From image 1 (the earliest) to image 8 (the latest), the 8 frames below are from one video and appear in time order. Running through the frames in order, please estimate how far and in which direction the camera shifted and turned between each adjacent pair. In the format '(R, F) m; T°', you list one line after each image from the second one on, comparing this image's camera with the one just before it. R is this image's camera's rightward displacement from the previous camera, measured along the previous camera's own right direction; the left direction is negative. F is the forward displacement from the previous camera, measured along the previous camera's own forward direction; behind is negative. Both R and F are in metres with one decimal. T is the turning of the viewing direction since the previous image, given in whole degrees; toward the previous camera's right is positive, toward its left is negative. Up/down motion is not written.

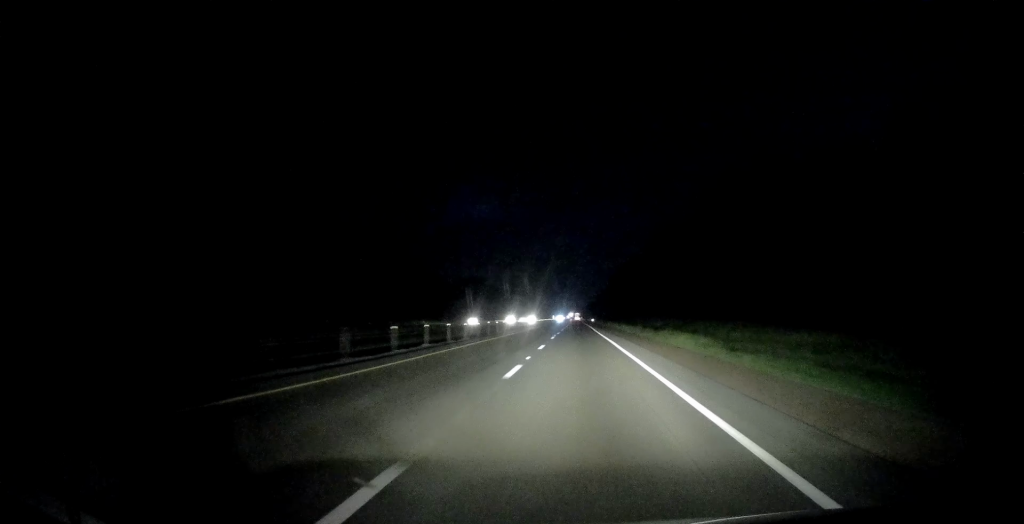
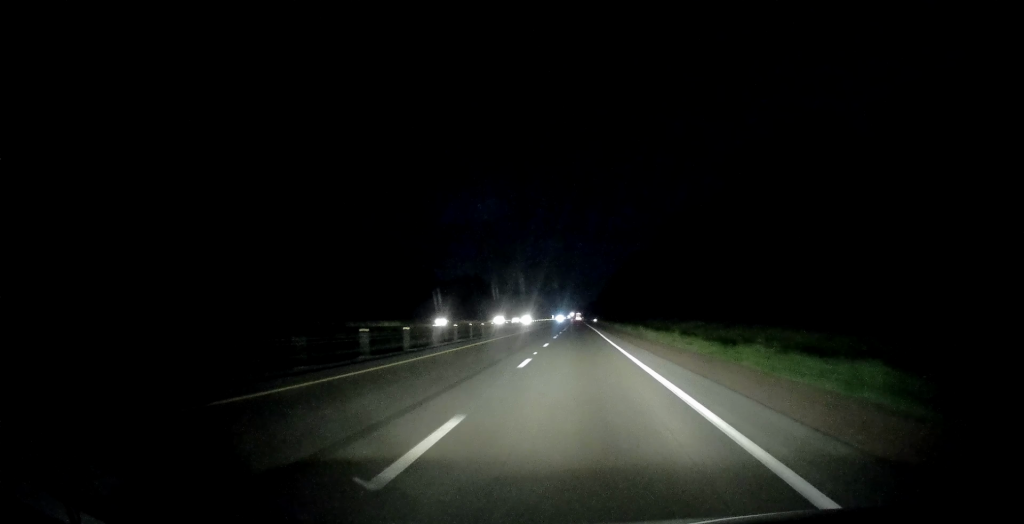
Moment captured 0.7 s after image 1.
(-0.6, +20.9) m; 0°
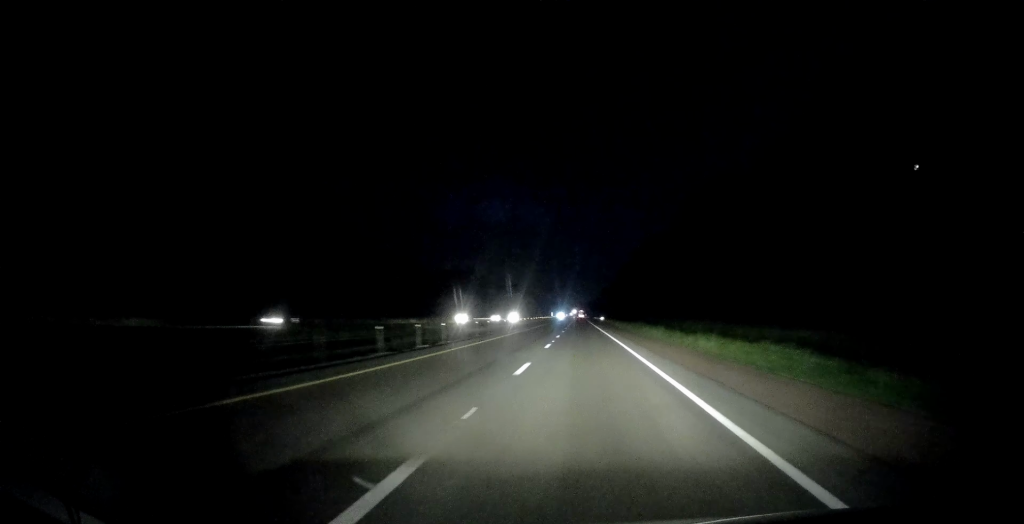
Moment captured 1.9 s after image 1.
(+0.5, +39.0) m; +1°
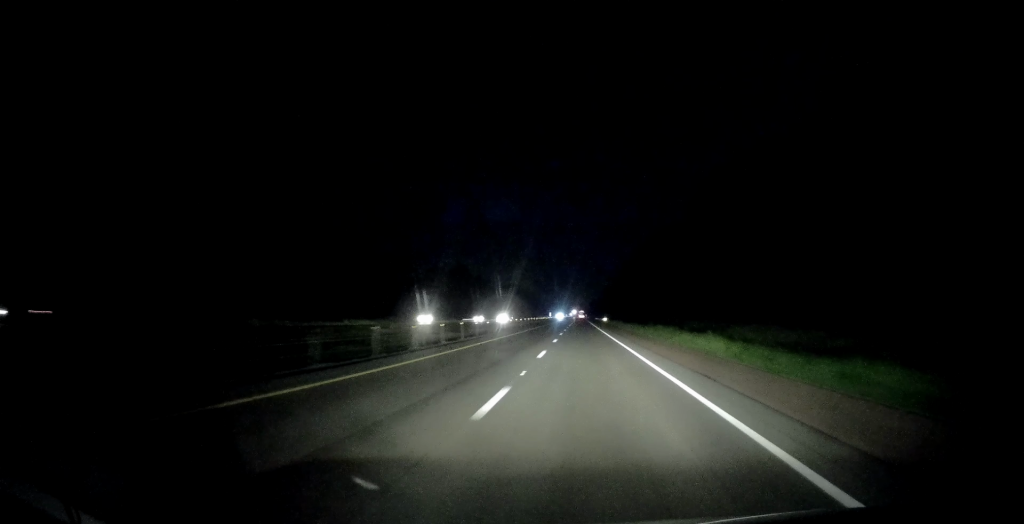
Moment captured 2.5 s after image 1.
(-0.2, +19.1) m; 0°
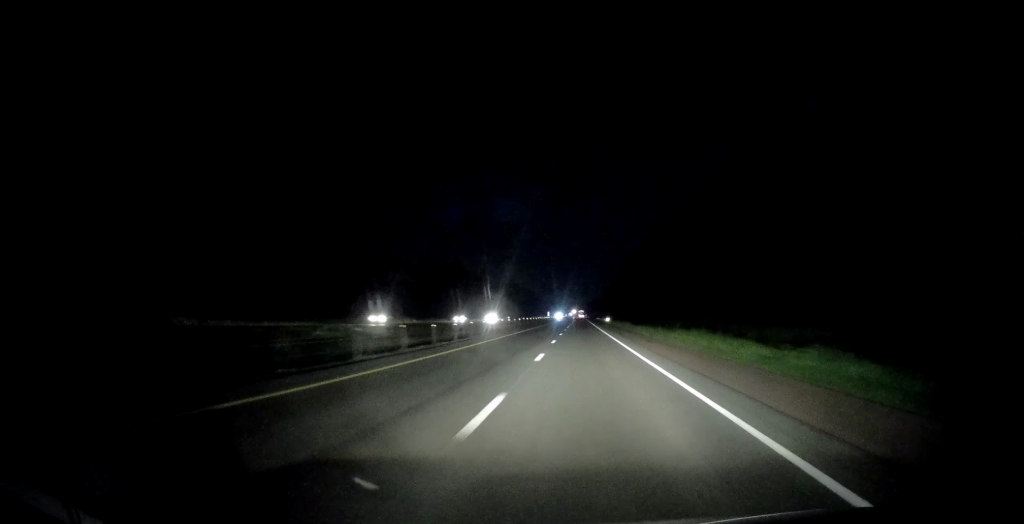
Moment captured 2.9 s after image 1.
(-0.2, +13.8) m; 0°
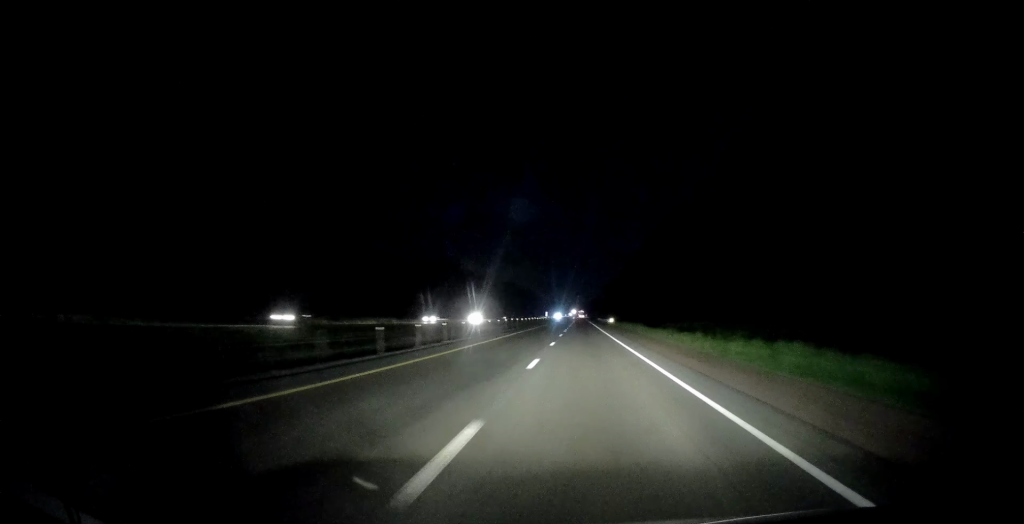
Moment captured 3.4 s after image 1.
(+0.2, +14.7) m; -1°
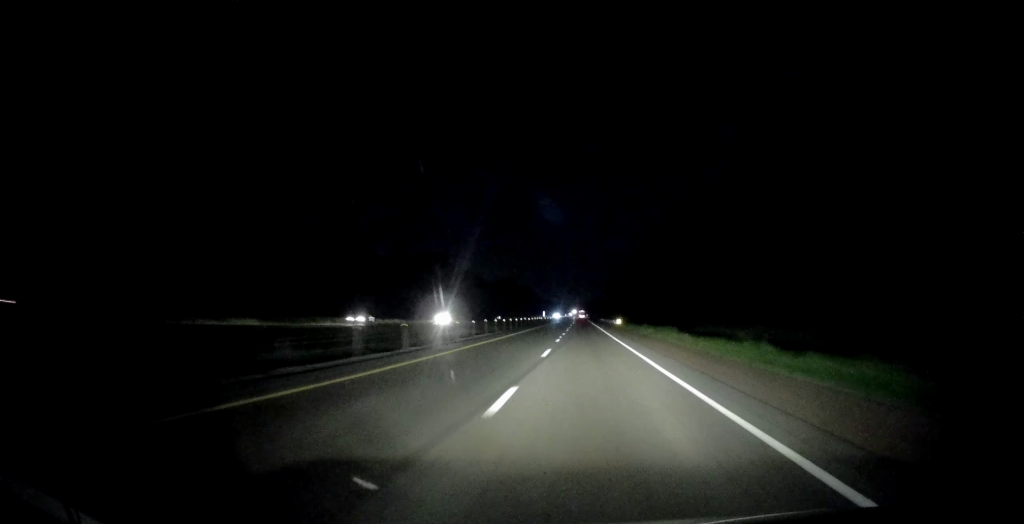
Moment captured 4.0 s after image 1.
(+0.2, +20.0) m; -1°
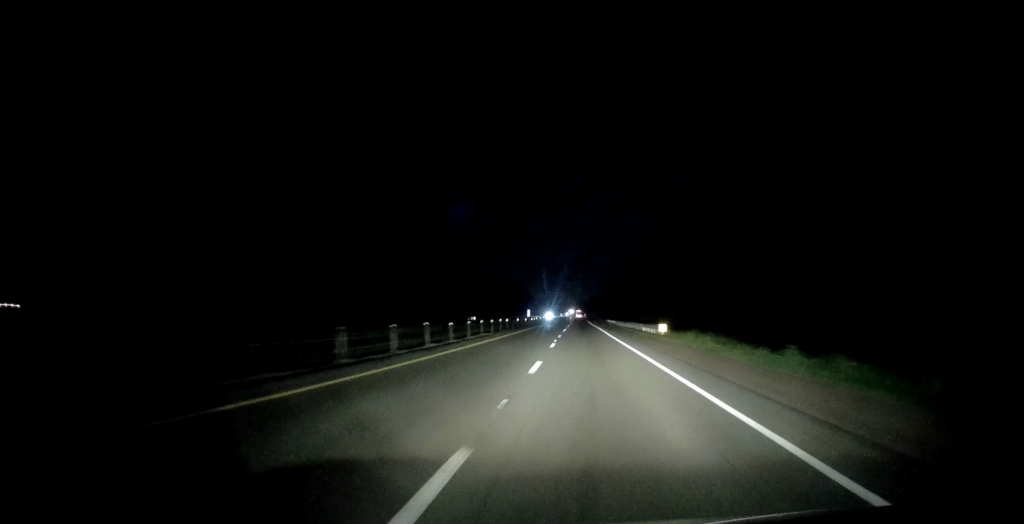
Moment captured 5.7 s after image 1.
(-0.1, +53.6) m; +1°
